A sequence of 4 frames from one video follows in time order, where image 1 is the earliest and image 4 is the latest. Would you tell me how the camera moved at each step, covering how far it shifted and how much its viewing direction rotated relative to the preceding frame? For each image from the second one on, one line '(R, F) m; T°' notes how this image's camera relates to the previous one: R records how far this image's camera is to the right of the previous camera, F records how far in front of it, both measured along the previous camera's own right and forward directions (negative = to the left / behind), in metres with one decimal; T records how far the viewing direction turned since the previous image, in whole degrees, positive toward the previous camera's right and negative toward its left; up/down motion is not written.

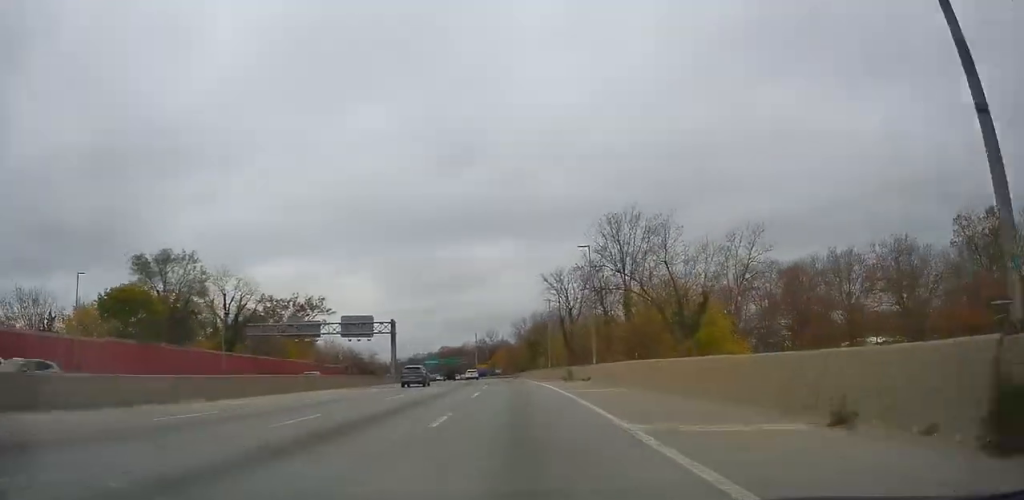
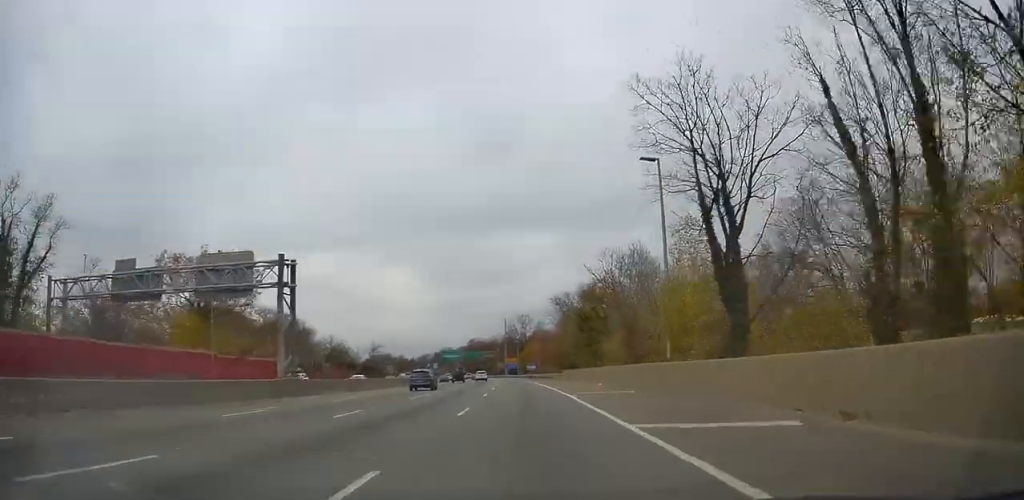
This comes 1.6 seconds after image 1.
(-1.2, +46.3) m; -3°
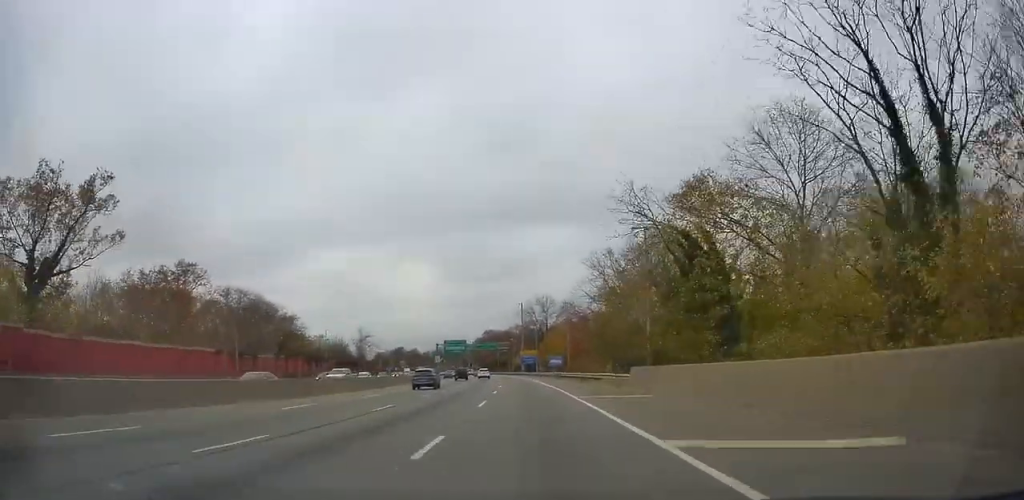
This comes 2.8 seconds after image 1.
(-0.6, +32.9) m; -3°
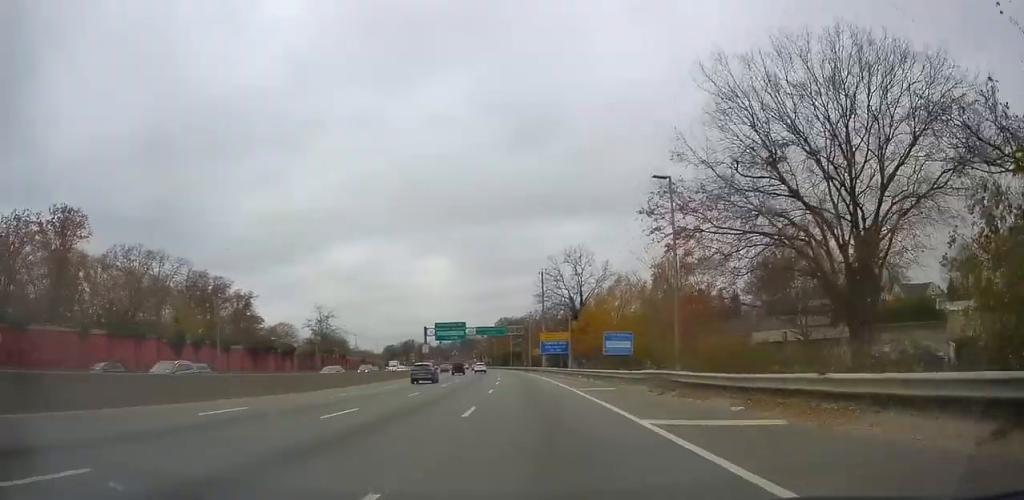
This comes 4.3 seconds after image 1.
(-1.0, +42.7) m; -2°
